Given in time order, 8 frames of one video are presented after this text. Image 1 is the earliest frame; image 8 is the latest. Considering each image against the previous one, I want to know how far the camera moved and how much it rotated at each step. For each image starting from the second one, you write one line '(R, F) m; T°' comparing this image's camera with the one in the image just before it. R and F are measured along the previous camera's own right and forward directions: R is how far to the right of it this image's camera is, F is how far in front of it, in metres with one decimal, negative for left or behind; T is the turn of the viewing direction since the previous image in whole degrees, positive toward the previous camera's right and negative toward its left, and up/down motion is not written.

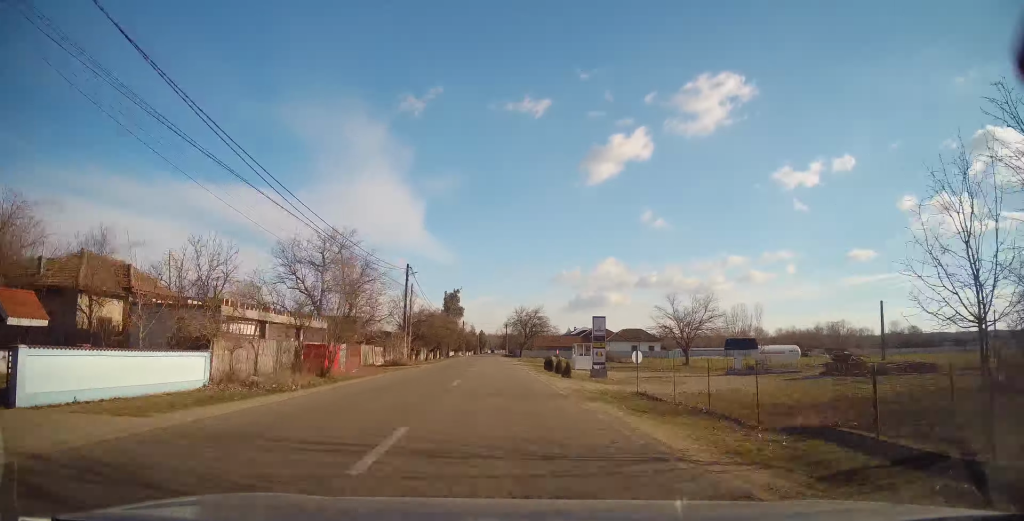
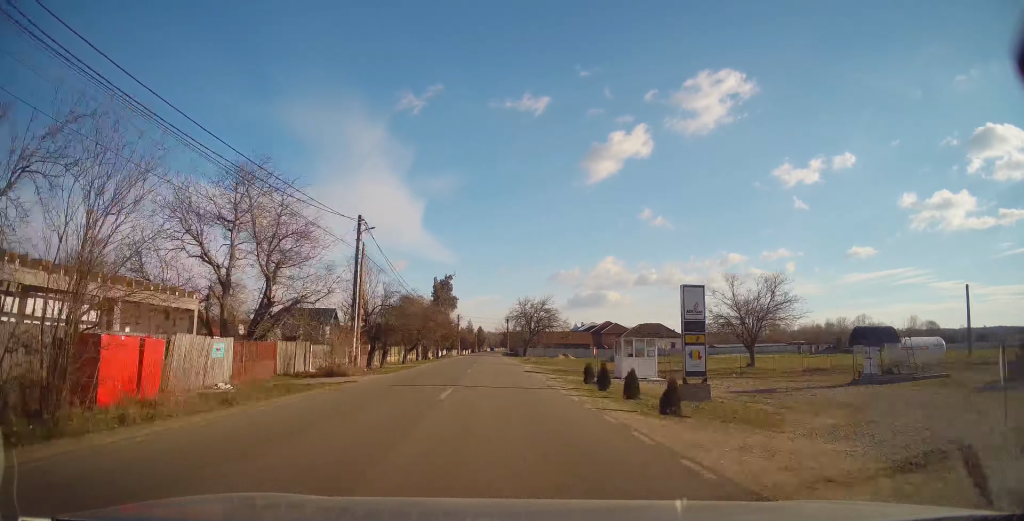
(-0.1, +15.6) m; -1°
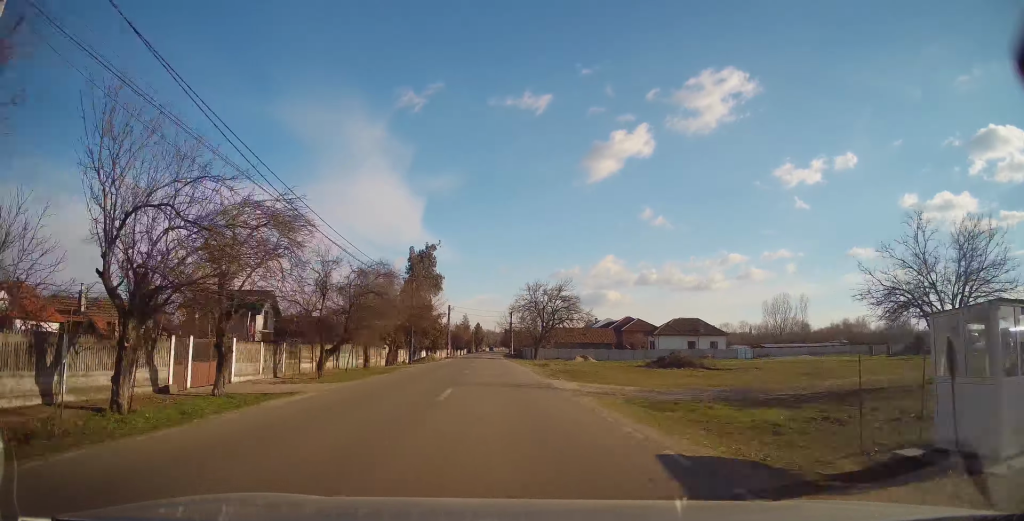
(-0.2, +23.3) m; 0°
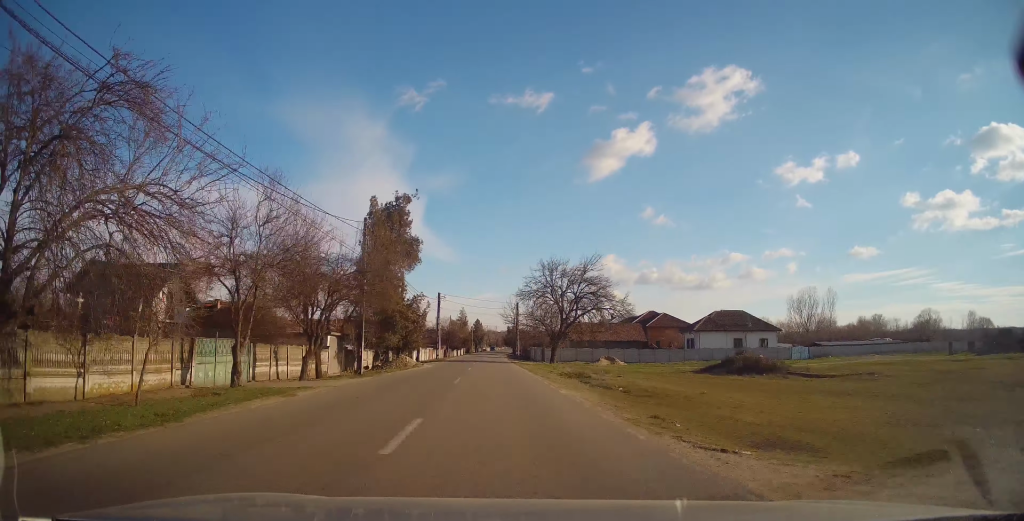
(+0.3, +18.2) m; +1°
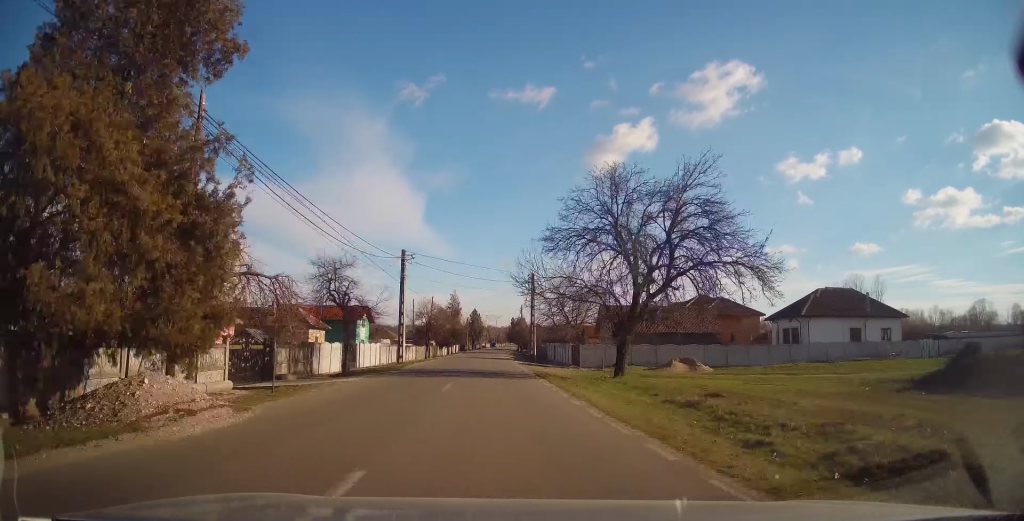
(0.0, +27.7) m; 0°
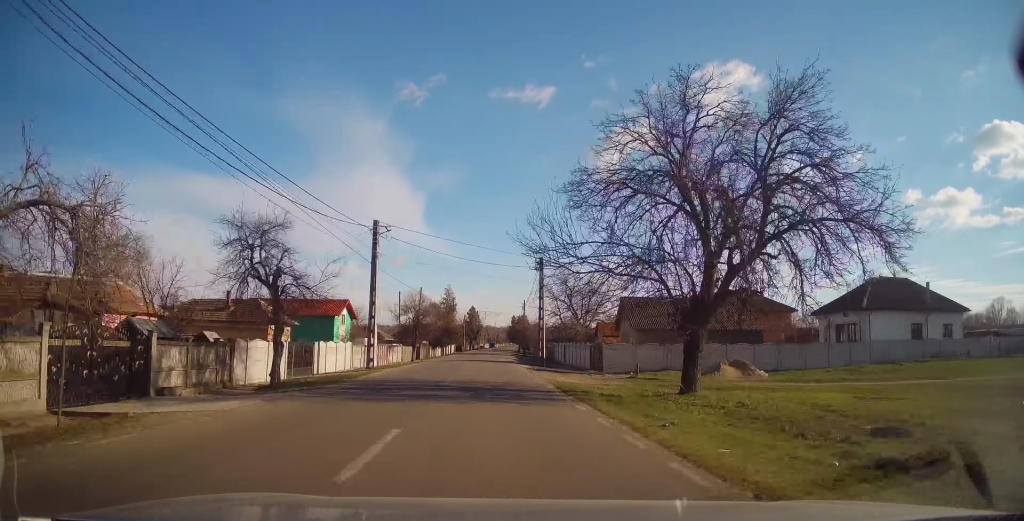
(0.0, +9.3) m; 0°
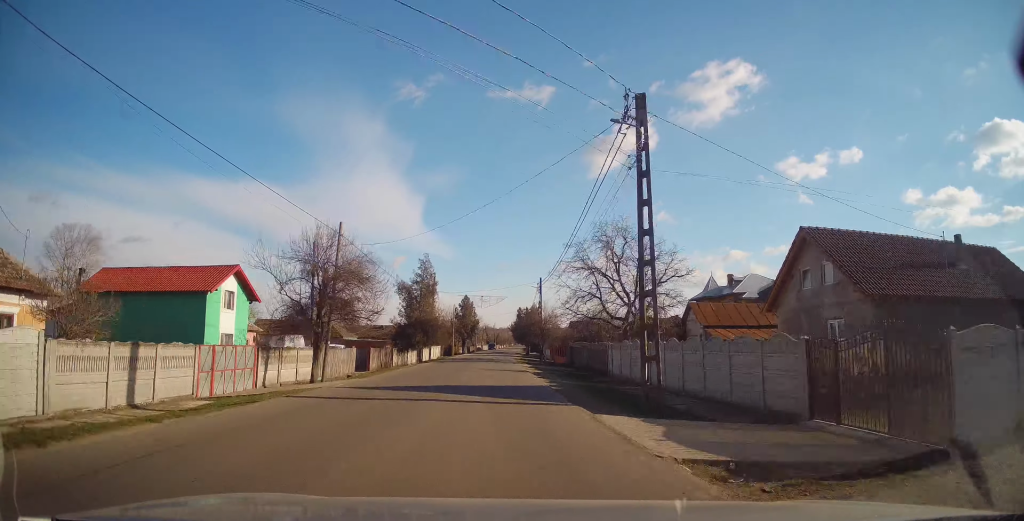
(0.0, +26.8) m; 0°
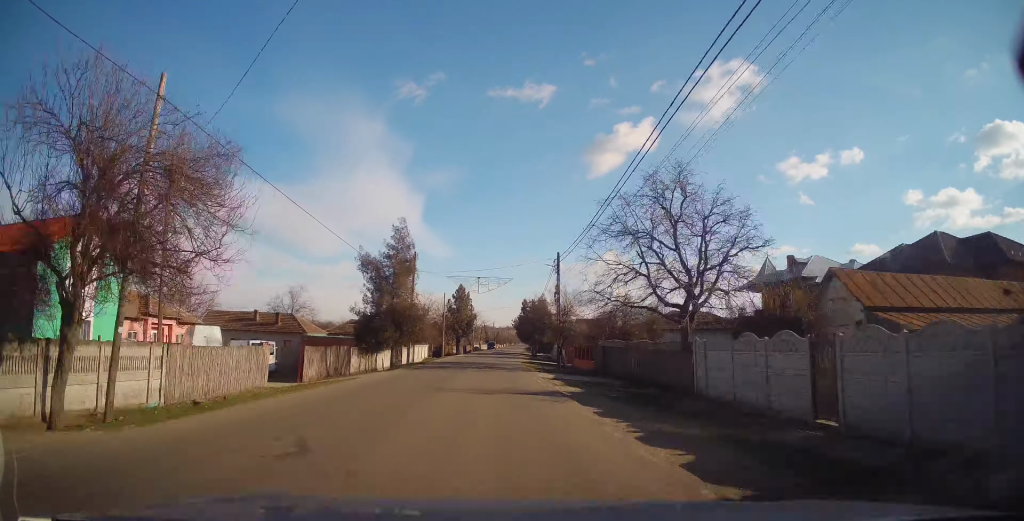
(0.0, +13.8) m; 0°
